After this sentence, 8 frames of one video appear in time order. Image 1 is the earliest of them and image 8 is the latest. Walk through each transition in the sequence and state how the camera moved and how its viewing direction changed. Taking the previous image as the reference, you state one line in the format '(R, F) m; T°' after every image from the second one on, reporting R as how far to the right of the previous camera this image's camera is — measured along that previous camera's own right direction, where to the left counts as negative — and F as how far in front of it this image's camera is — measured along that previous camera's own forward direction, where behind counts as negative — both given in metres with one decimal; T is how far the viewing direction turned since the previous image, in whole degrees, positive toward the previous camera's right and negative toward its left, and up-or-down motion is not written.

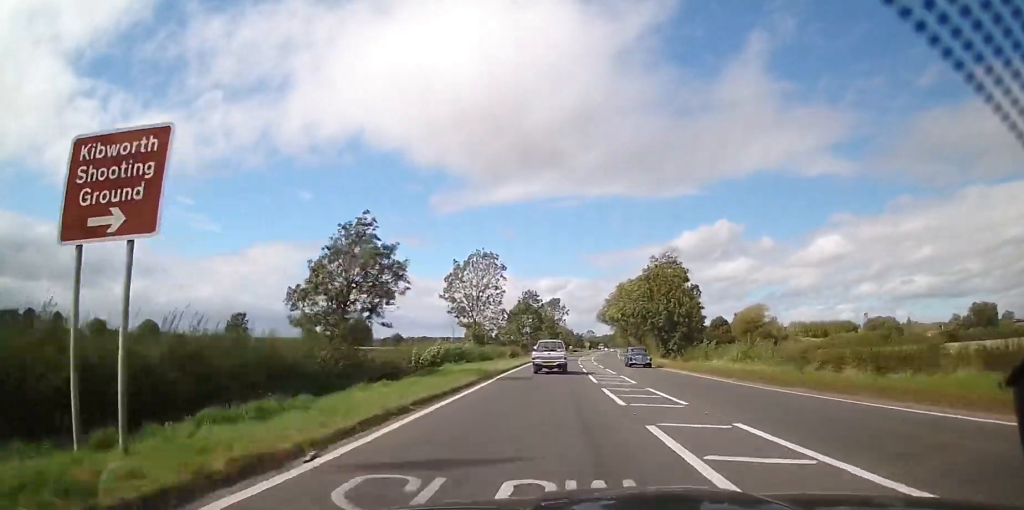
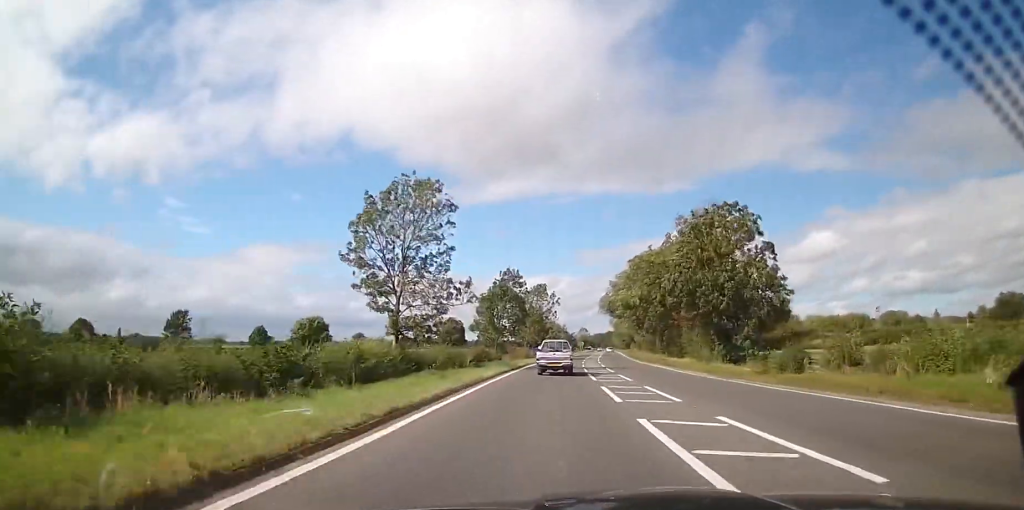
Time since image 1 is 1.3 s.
(-0.1, +26.7) m; 0°
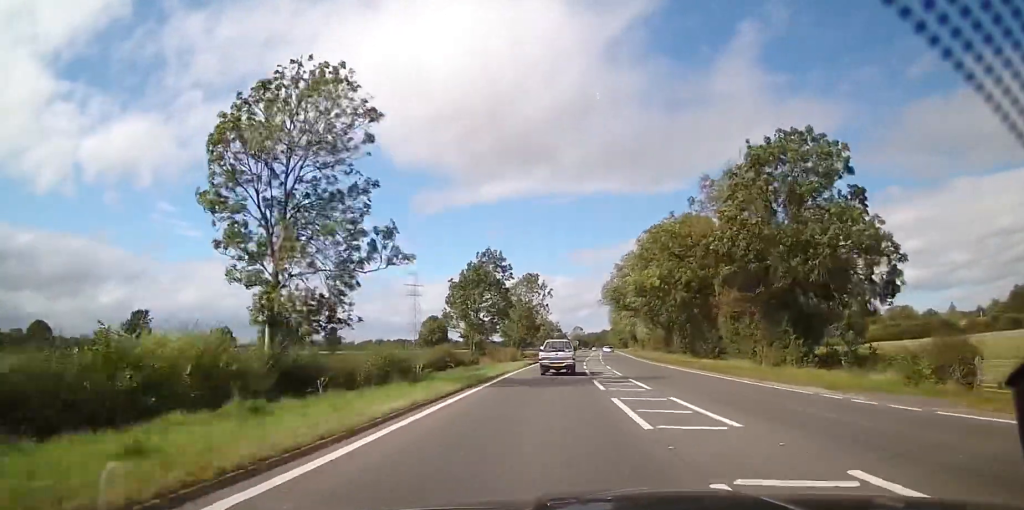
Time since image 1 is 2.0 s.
(0.0, +15.0) m; +1°
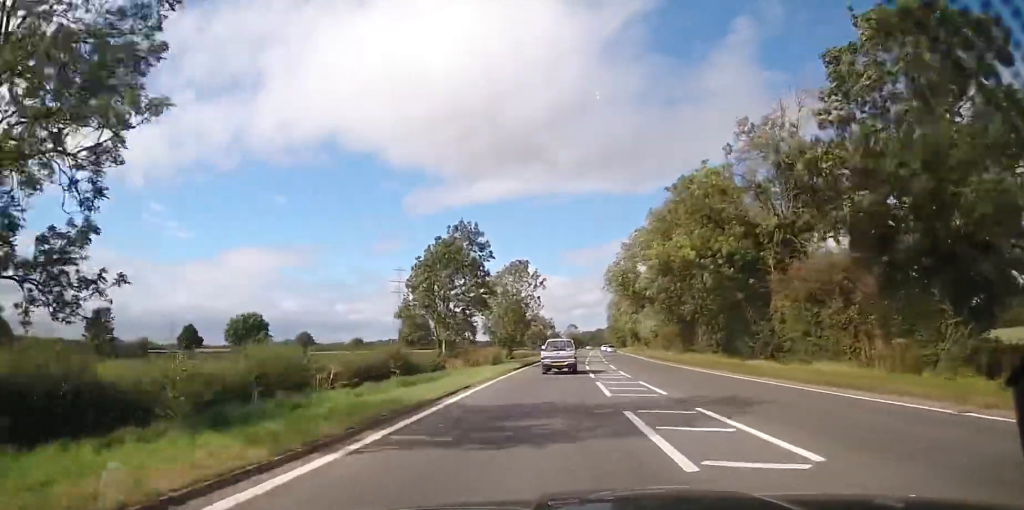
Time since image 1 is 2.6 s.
(+0.2, +12.7) m; +1°
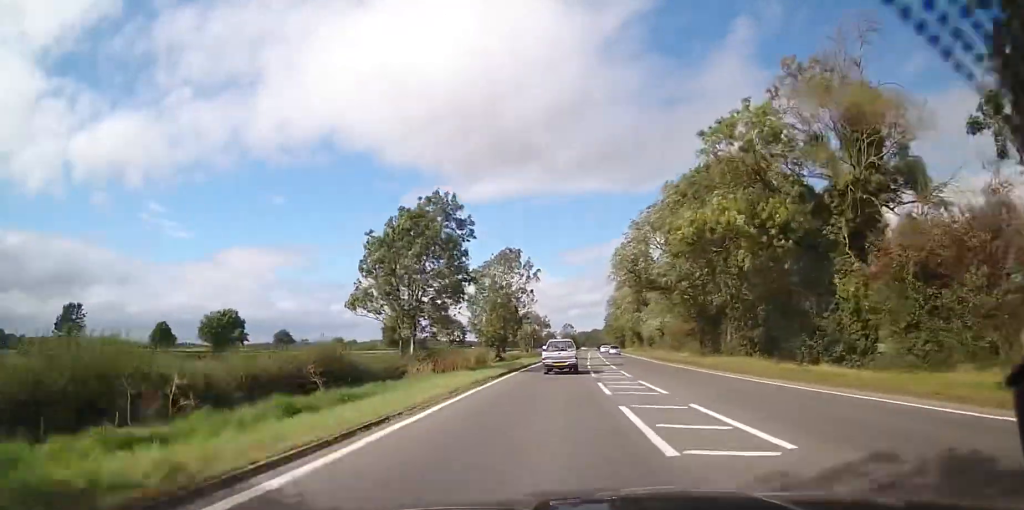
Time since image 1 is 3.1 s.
(+0.1, +8.9) m; +1°
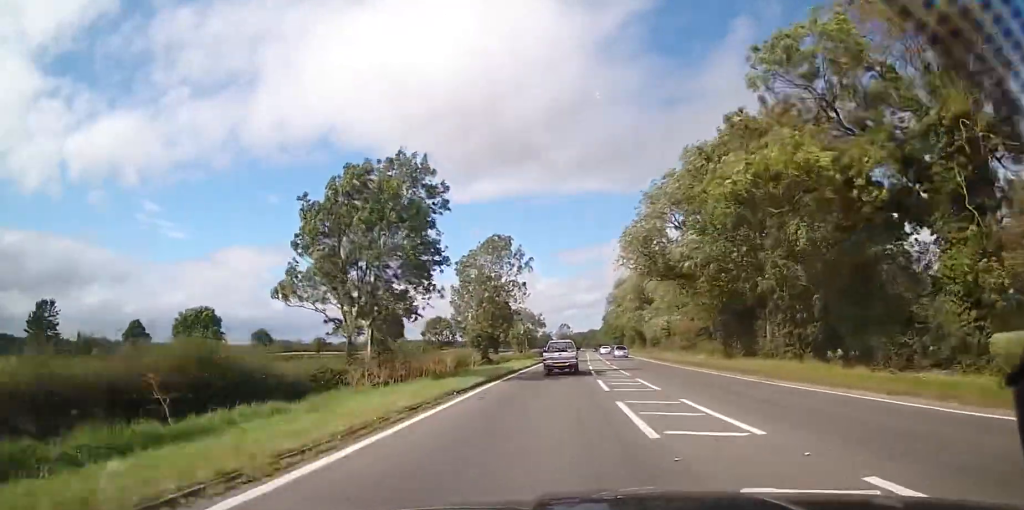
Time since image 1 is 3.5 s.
(0.0, +7.8) m; +1°
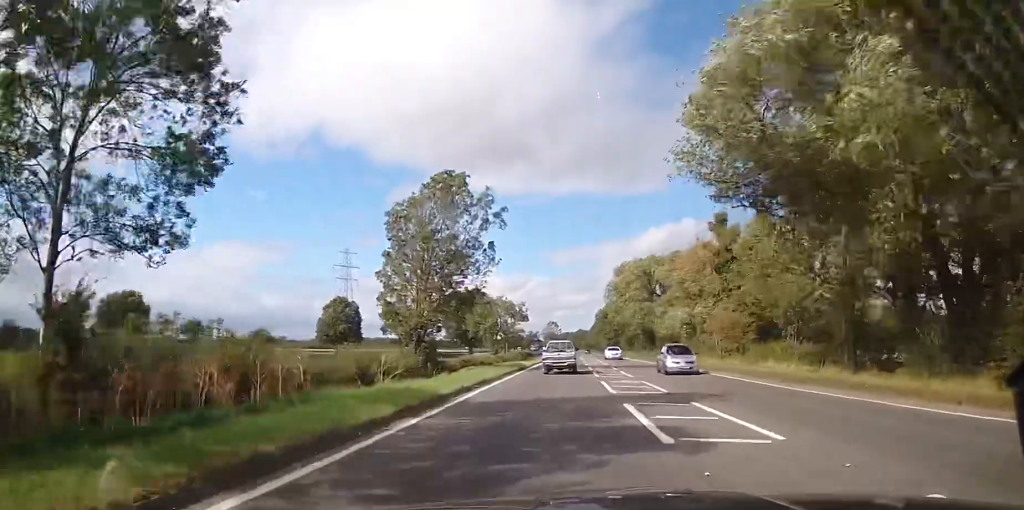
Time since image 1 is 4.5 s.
(+0.2, +19.6) m; +2°
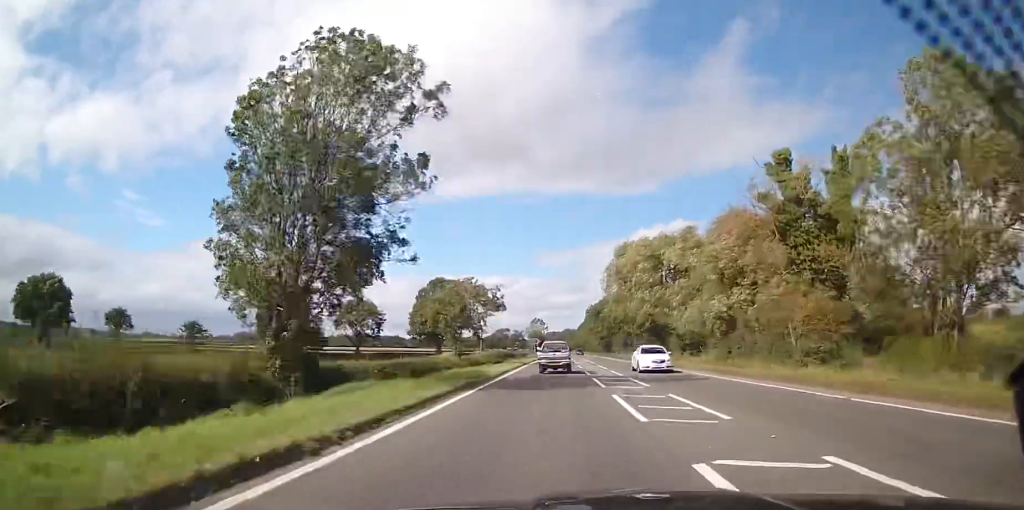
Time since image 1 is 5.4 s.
(+0.3, +16.7) m; +1°
